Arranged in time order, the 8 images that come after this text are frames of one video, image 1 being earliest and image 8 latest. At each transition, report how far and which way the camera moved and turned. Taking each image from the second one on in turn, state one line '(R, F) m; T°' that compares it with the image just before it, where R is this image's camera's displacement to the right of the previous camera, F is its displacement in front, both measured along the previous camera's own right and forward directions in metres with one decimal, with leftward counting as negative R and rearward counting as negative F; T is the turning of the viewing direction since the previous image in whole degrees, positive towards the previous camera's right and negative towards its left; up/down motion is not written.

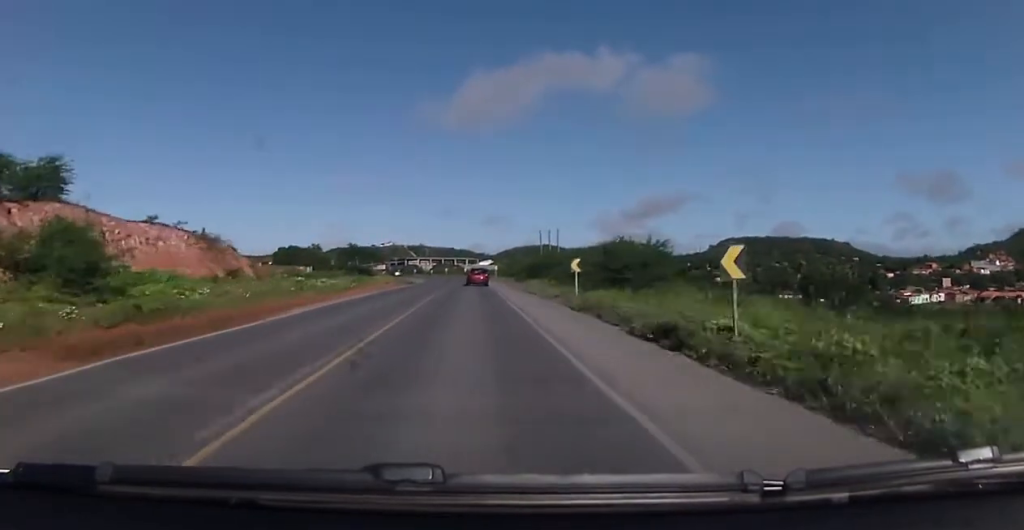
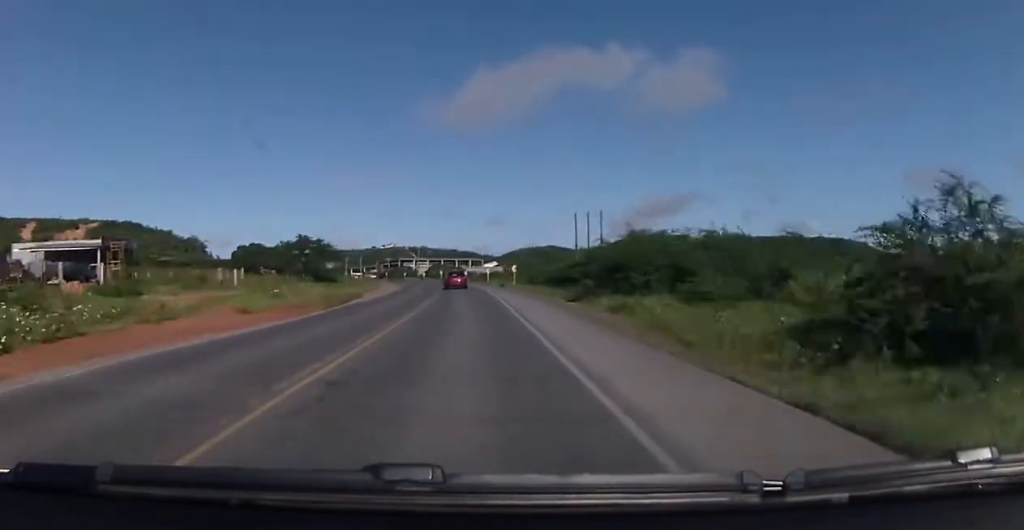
(-0.1, +39.7) m; -1°
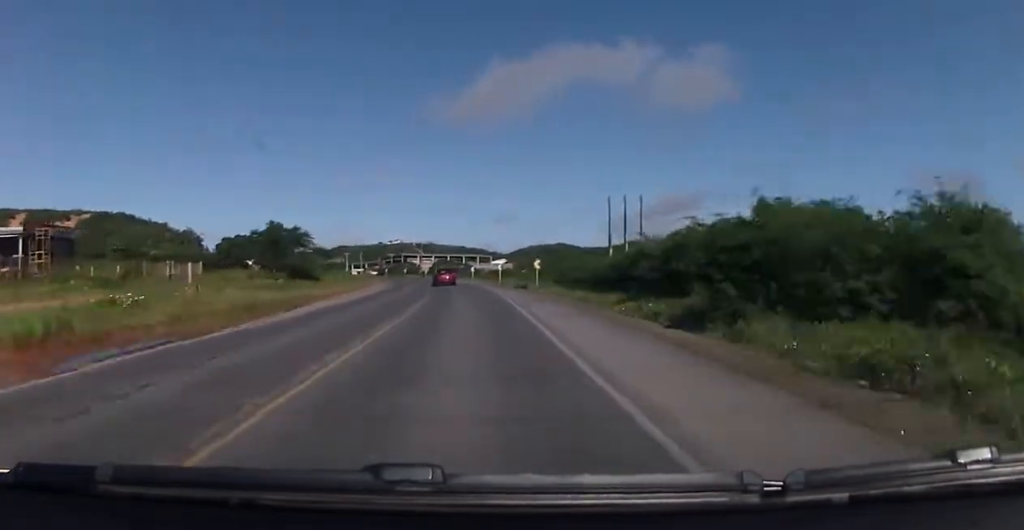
(-0.2, +15.9) m; -1°
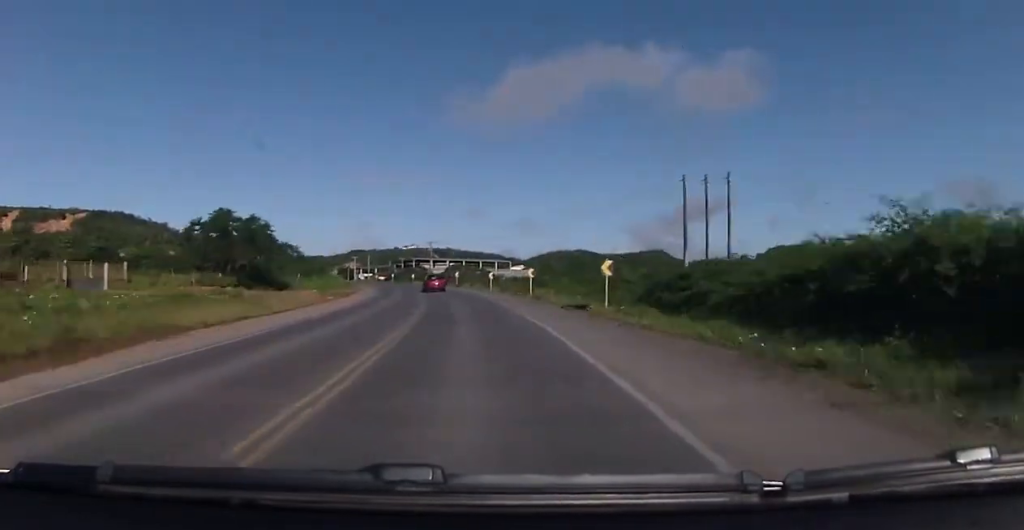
(-0.1, +19.4) m; -1°
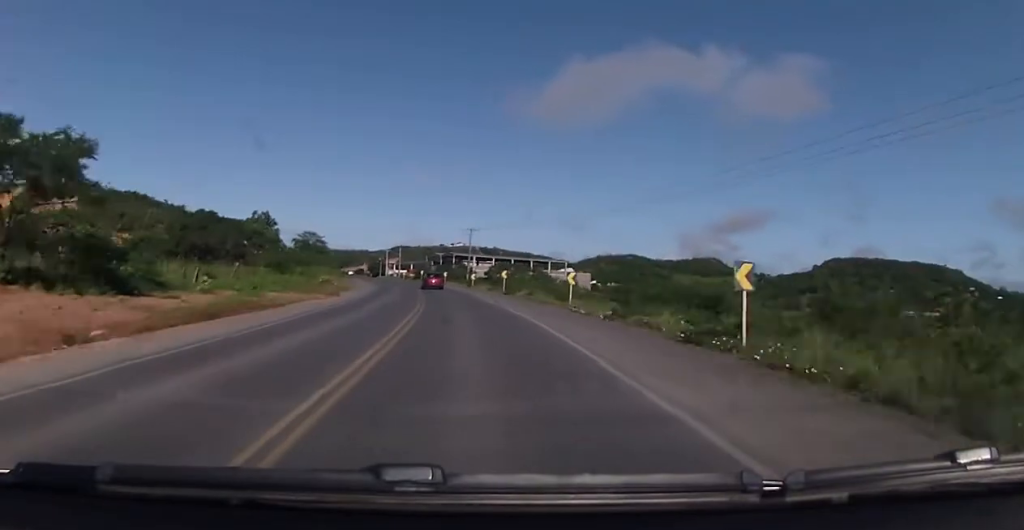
(-0.3, +31.7) m; -2°
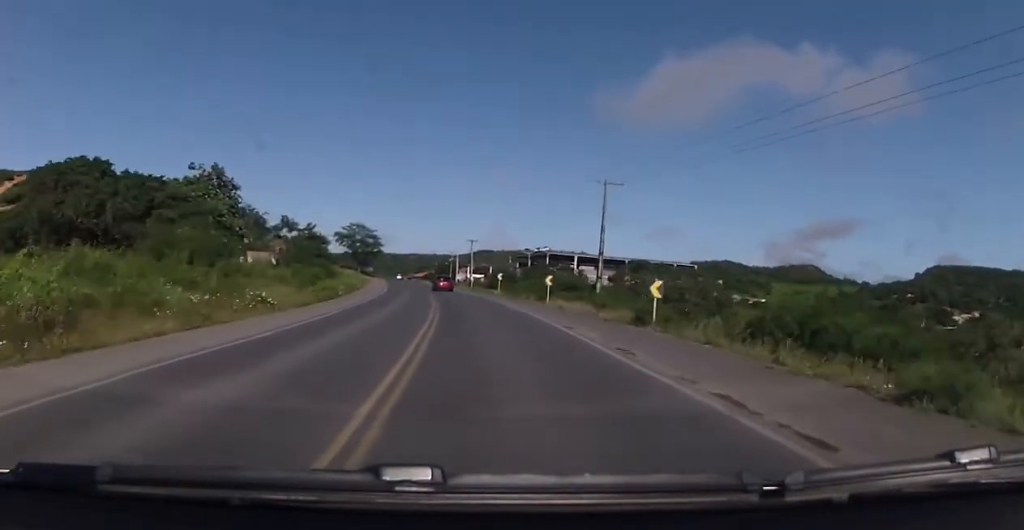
(-2.7, +50.9) m; -7°
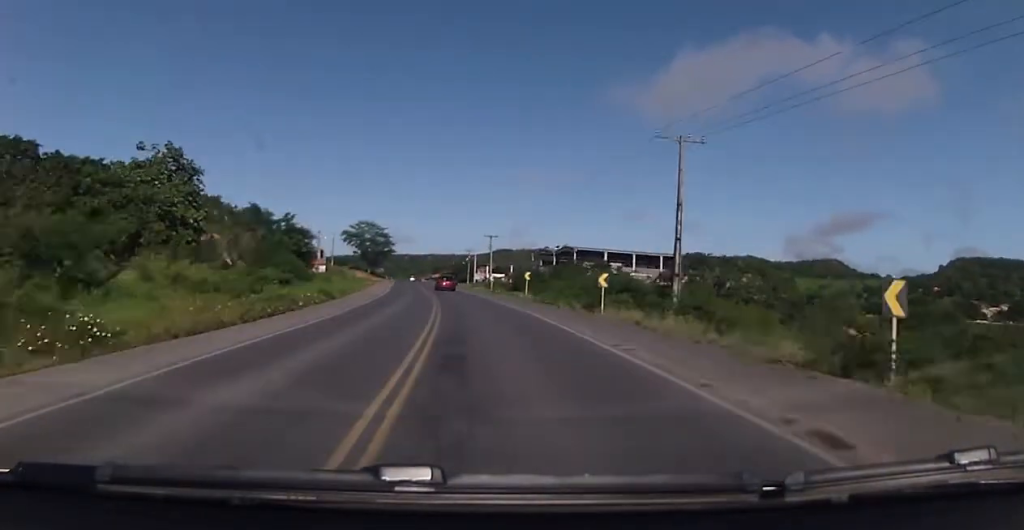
(0.0, +12.4) m; -2°
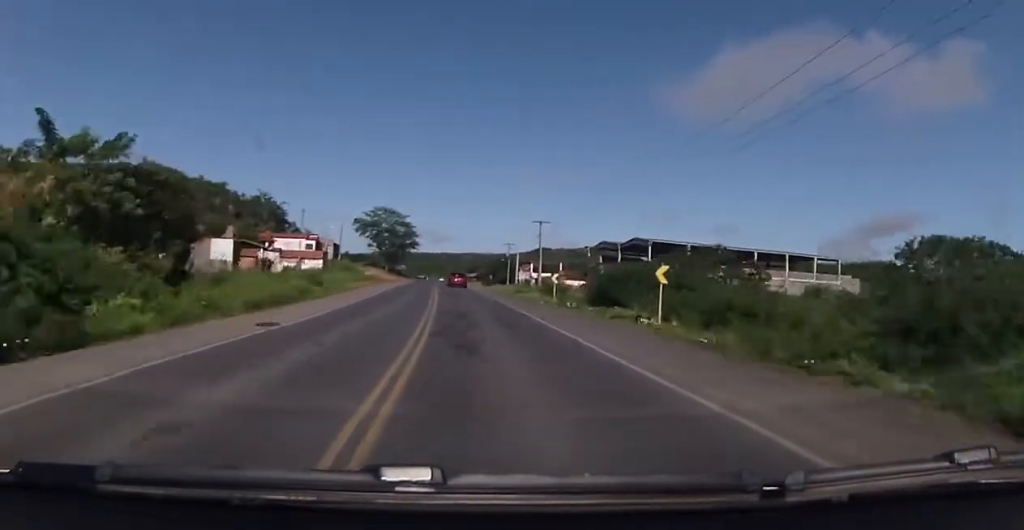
(-1.2, +27.8) m; -3°
